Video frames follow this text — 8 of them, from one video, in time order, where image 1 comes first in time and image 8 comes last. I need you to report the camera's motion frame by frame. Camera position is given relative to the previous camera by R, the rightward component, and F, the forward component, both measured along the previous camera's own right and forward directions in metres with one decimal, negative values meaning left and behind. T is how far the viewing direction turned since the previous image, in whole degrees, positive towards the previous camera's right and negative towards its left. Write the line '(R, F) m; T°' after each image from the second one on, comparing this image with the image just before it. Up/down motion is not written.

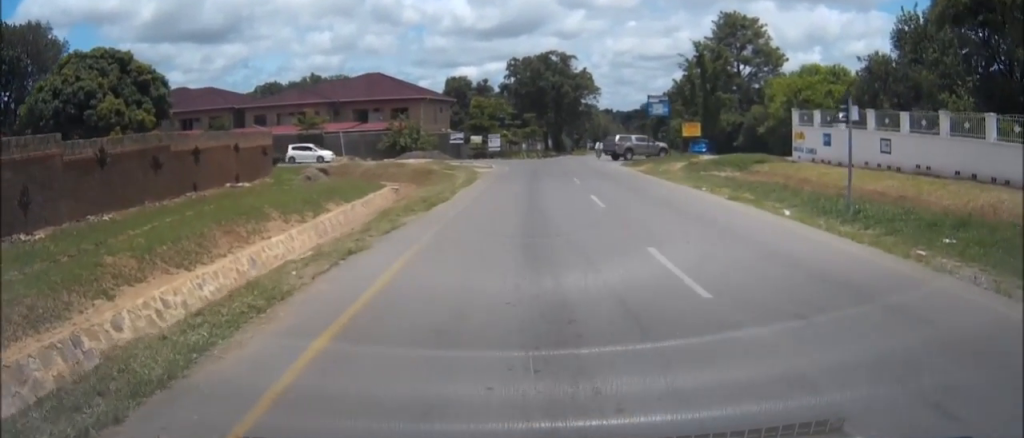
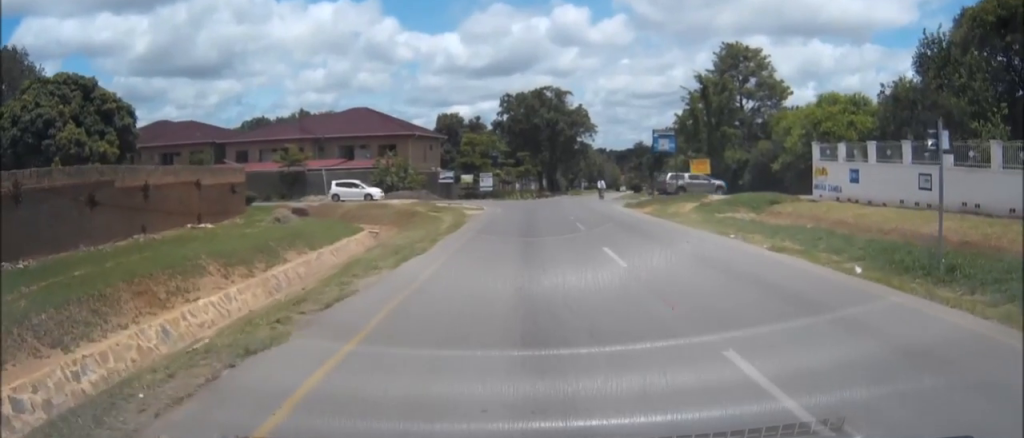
(-0.1, +4.1) m; 0°
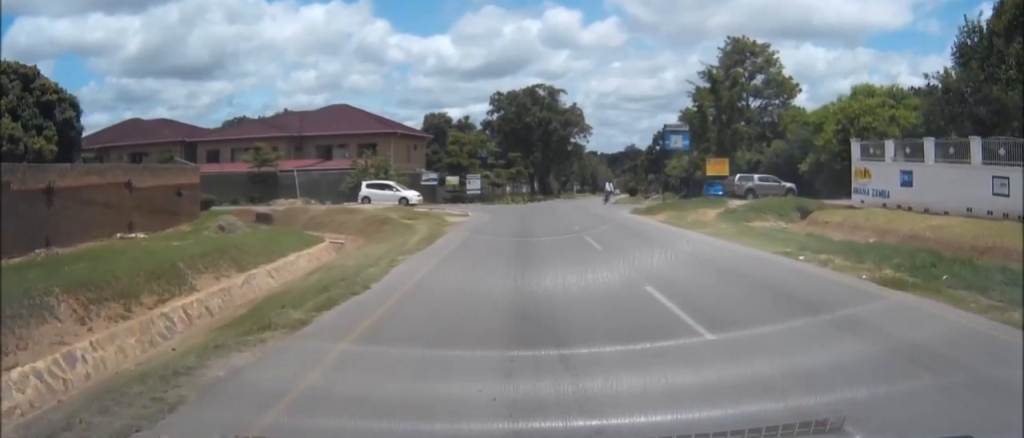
(+0.1, +5.5) m; +1°
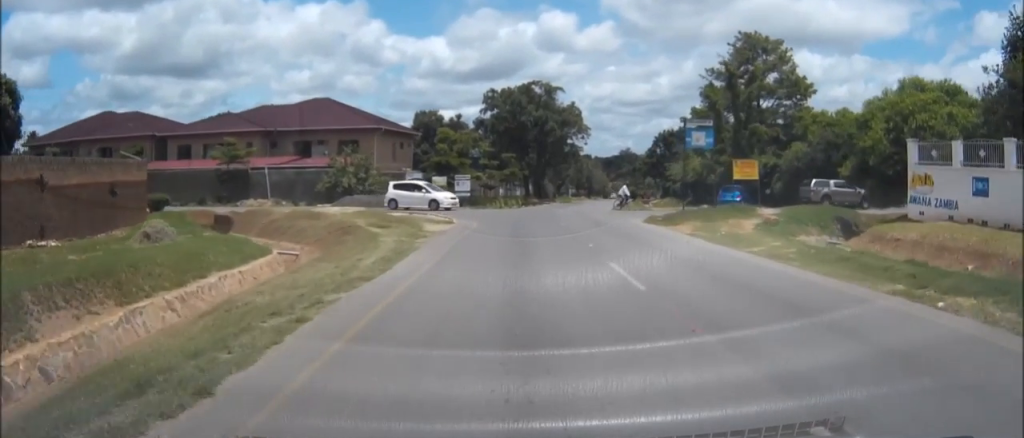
(+0.1, +5.5) m; +1°
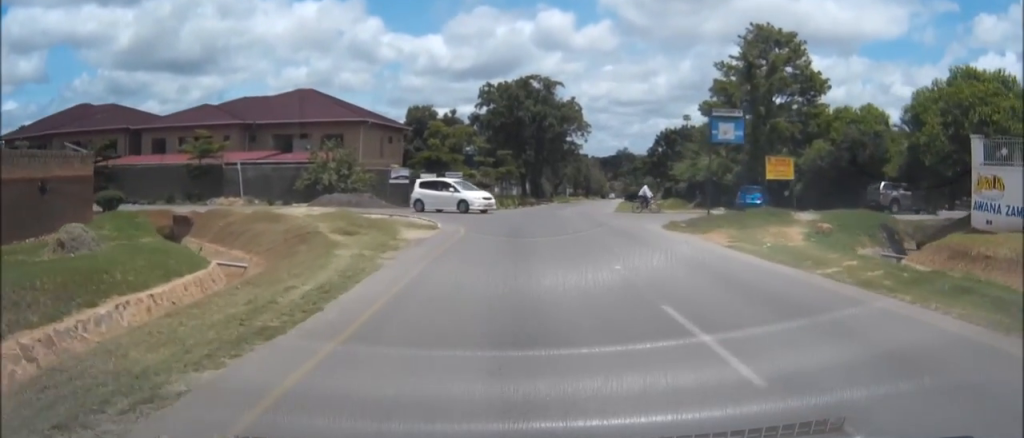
(0.0, +4.7) m; 0°
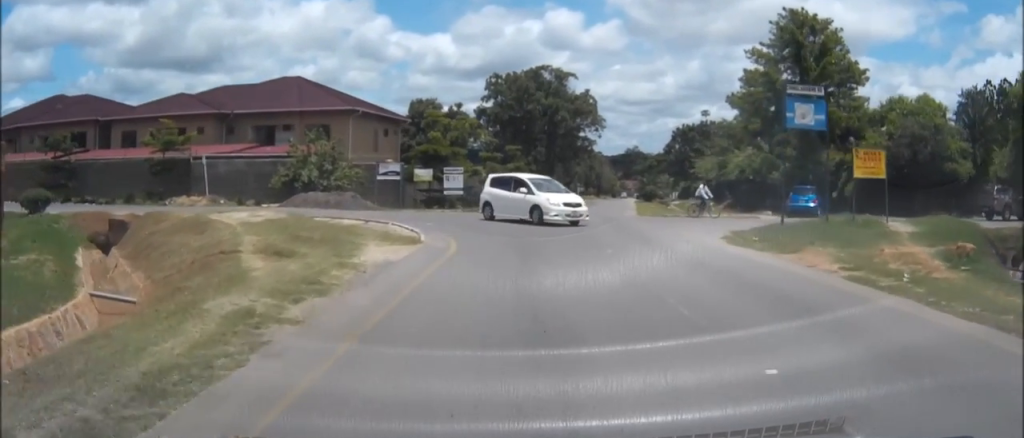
(0.0, +7.0) m; -1°
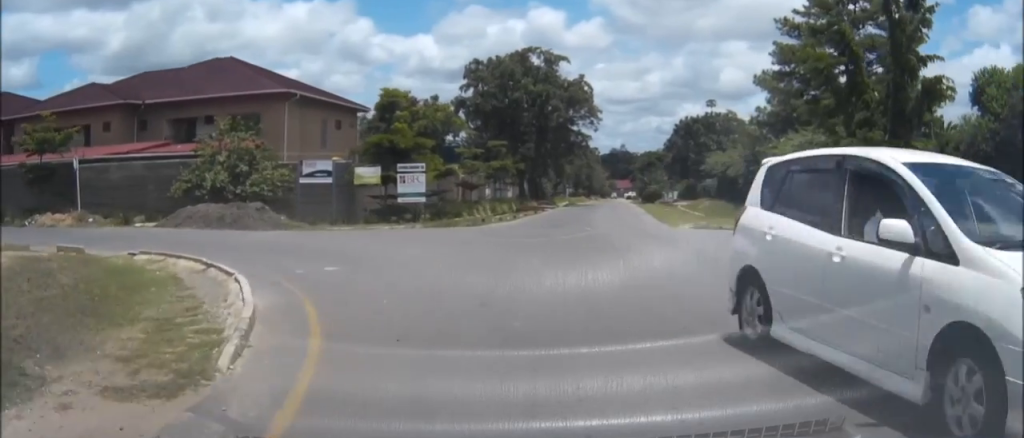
(+0.1, +12.0) m; +3°
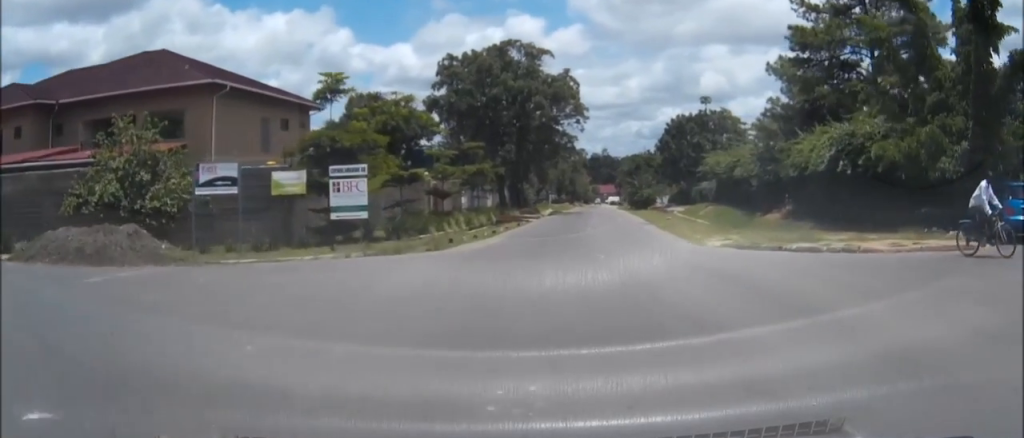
(+0.2, +7.5) m; +2°
